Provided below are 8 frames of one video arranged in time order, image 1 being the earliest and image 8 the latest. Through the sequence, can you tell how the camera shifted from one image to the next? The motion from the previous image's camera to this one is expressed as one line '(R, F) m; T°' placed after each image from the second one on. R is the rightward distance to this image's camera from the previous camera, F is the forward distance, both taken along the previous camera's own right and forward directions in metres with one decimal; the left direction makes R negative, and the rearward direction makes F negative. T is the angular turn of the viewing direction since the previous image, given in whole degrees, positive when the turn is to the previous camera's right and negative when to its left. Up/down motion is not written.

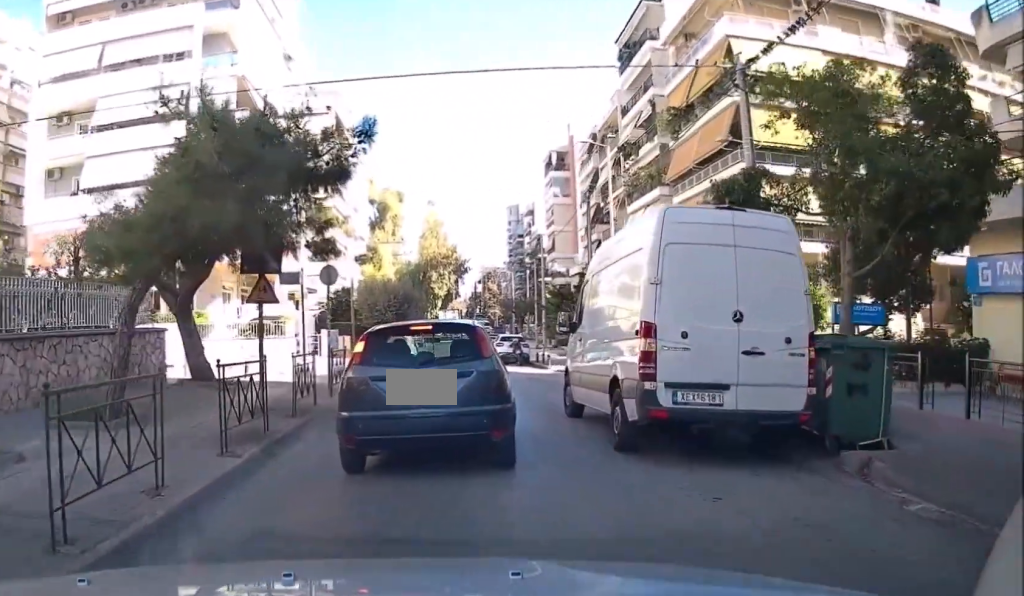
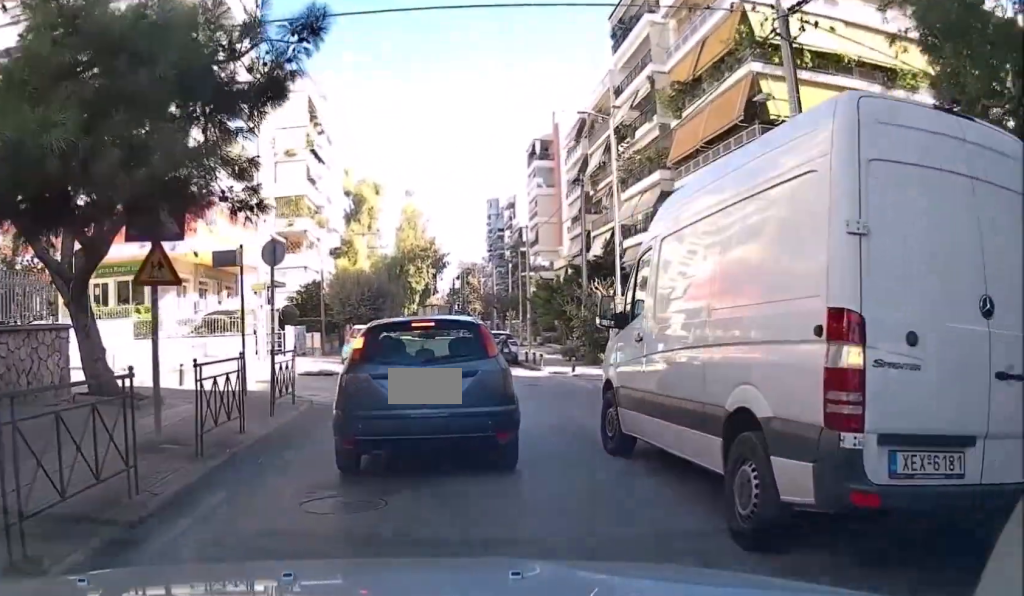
(+0.4, +4.2) m; +7°
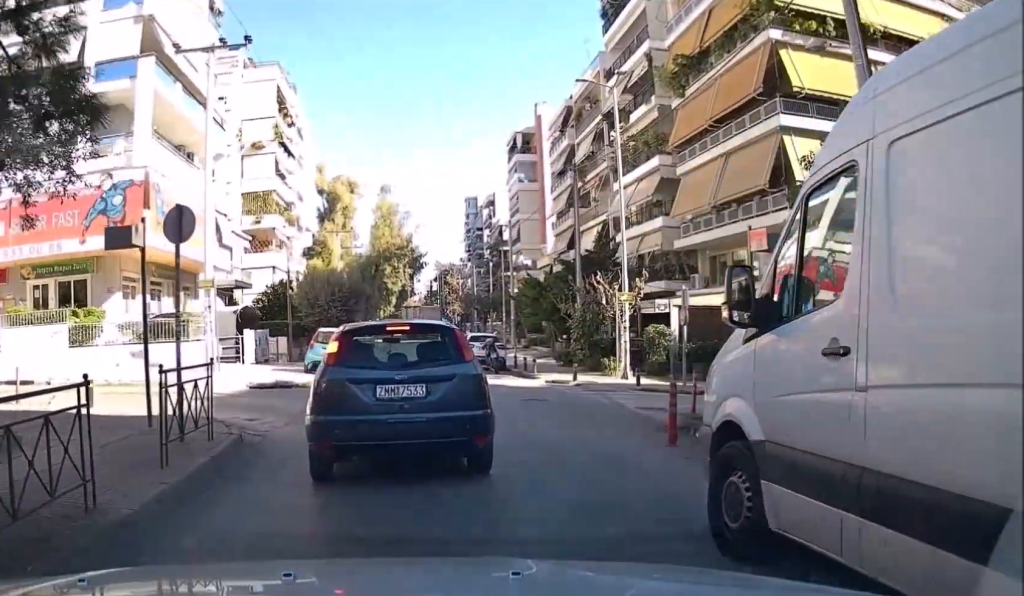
(+0.1, +4.0) m; +4°
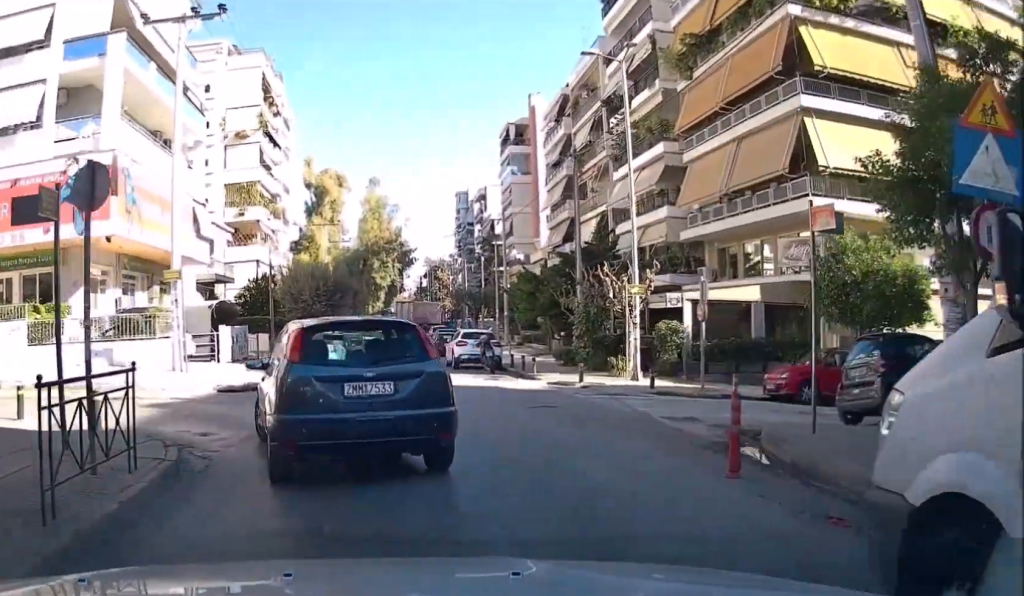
(+0.1, +2.1) m; +1°
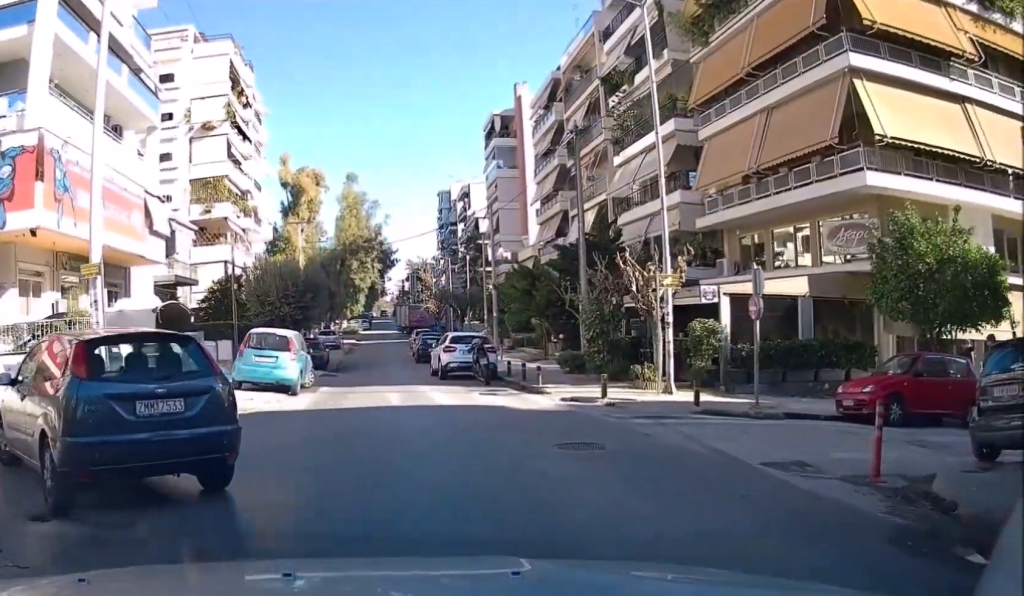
(+0.1, +4.4) m; -2°
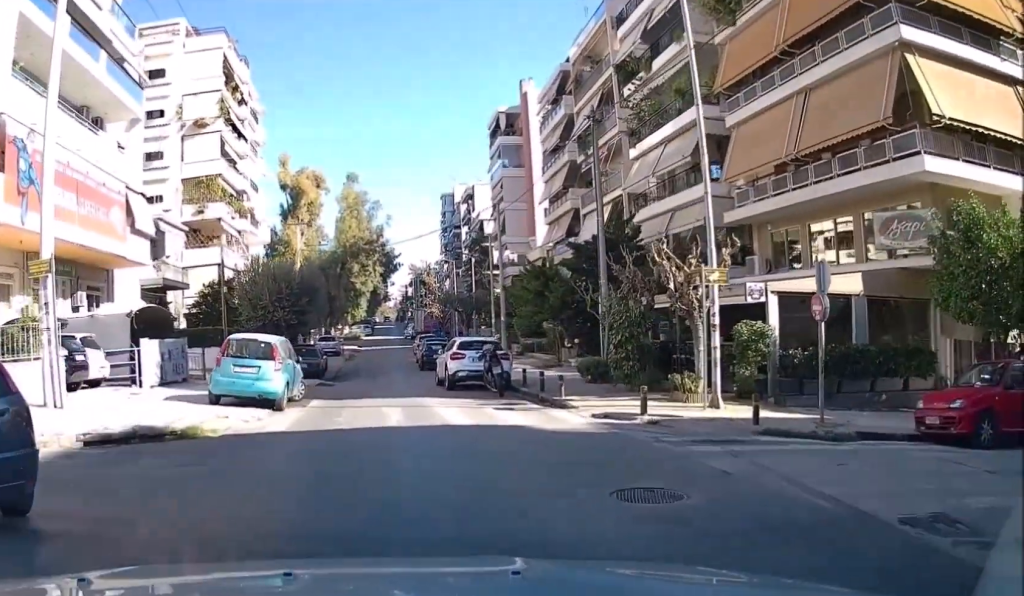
(0.0, +2.6) m; -2°
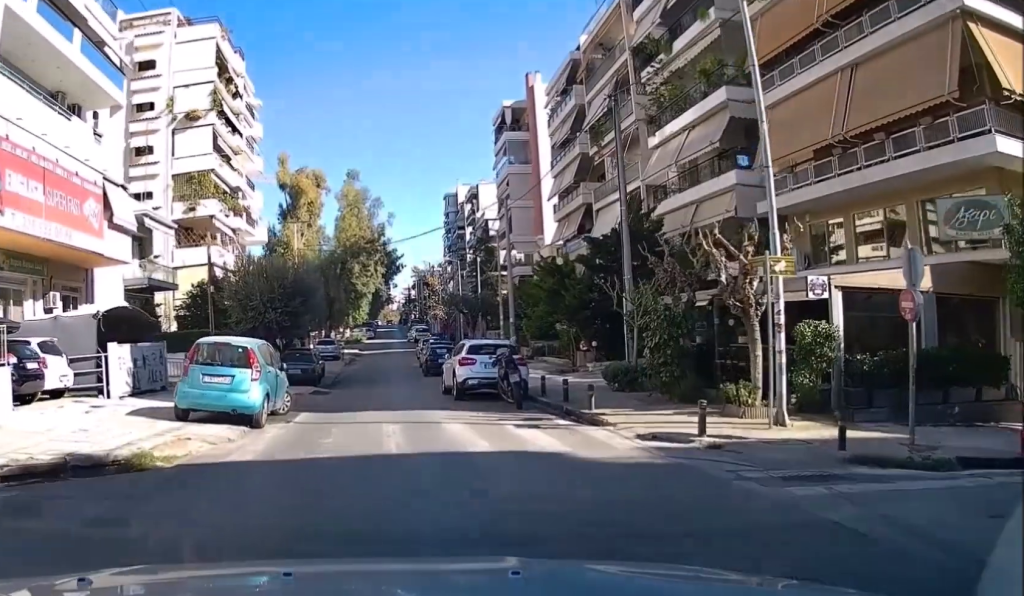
(-0.1, +2.8) m; -2°
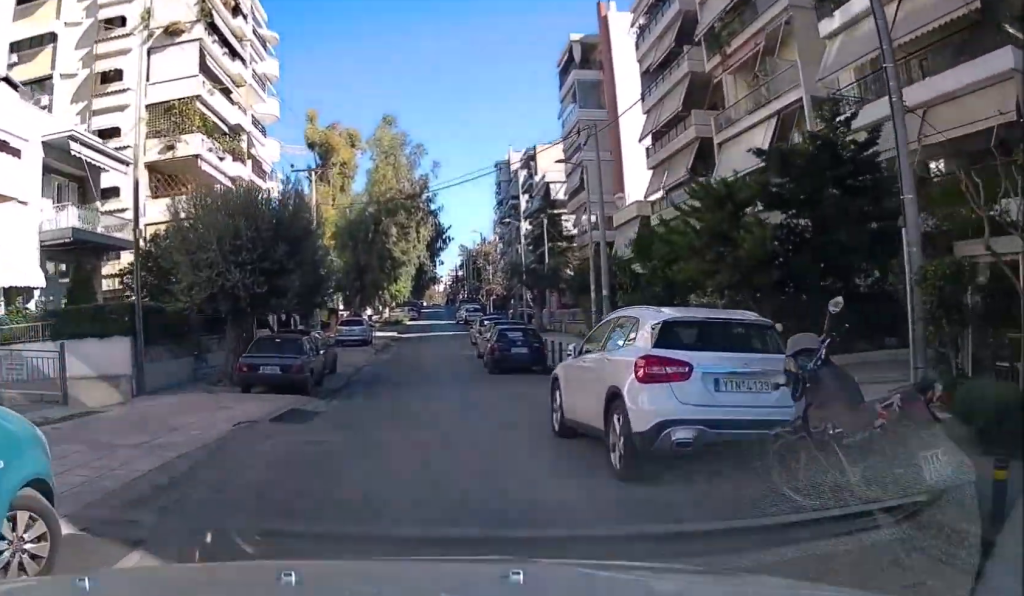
(-0.7, +12.6) m; -5°
